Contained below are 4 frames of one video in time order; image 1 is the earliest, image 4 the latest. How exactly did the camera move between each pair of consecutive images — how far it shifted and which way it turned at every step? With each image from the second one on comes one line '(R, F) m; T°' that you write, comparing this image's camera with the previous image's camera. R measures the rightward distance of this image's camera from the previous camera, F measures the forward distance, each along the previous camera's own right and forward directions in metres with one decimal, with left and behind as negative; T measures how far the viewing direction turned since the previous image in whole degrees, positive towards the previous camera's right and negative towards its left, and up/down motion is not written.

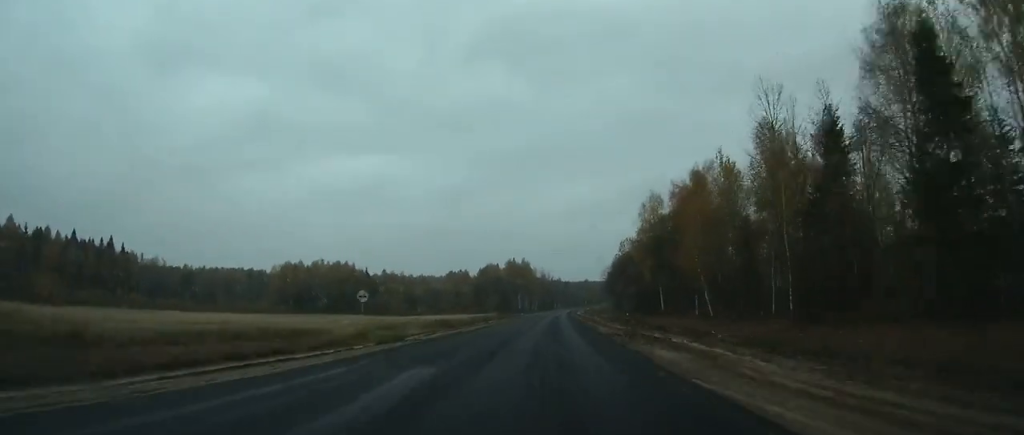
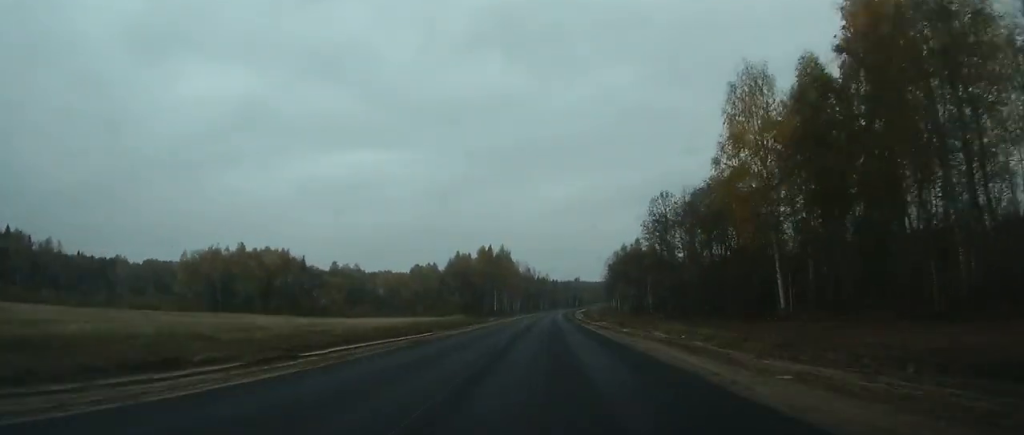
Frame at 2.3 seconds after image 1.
(+1.2, +65.0) m; +1°
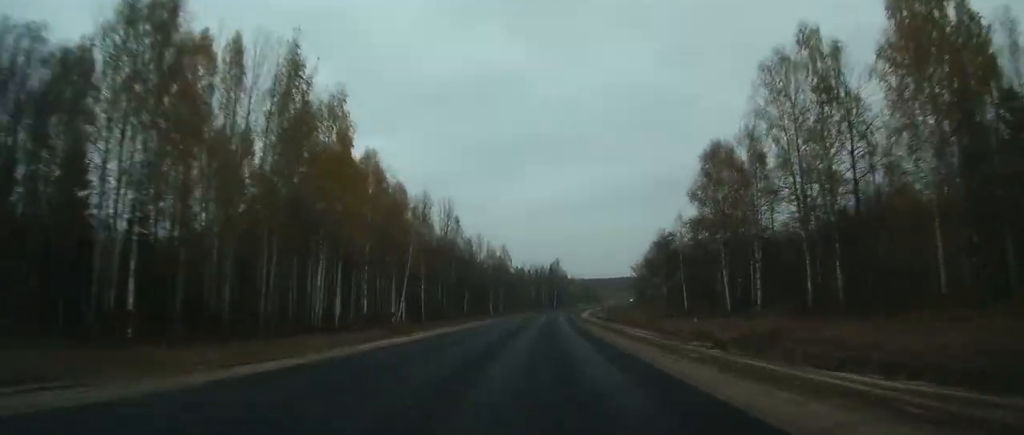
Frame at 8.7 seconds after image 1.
(+3.6, +172.1) m; +3°
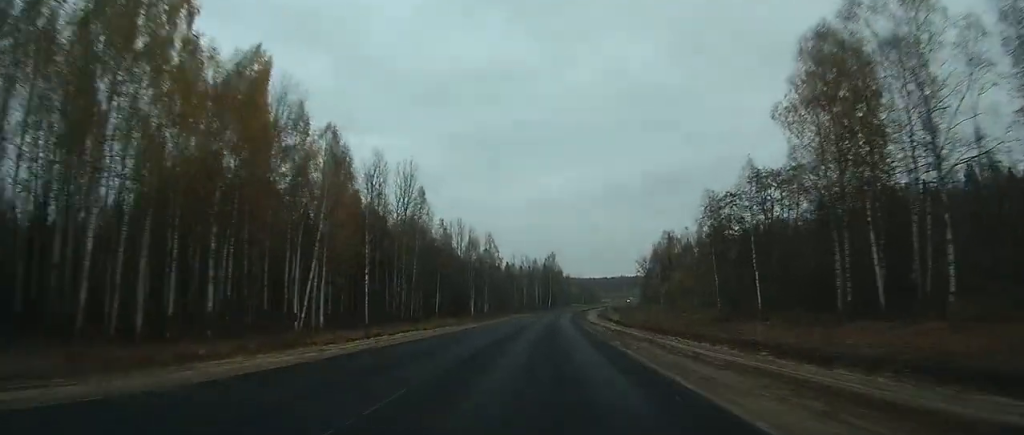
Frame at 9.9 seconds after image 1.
(0.0, +34.7) m; +1°
